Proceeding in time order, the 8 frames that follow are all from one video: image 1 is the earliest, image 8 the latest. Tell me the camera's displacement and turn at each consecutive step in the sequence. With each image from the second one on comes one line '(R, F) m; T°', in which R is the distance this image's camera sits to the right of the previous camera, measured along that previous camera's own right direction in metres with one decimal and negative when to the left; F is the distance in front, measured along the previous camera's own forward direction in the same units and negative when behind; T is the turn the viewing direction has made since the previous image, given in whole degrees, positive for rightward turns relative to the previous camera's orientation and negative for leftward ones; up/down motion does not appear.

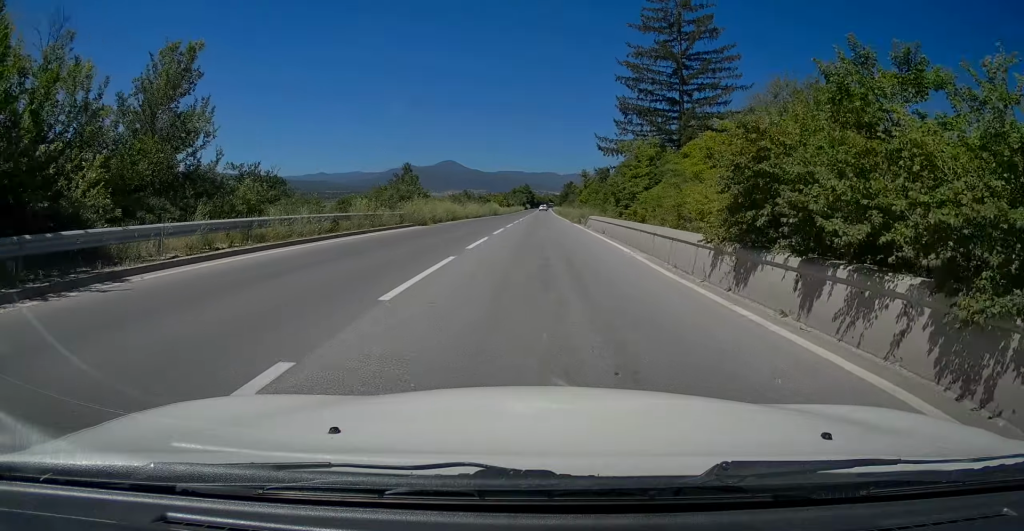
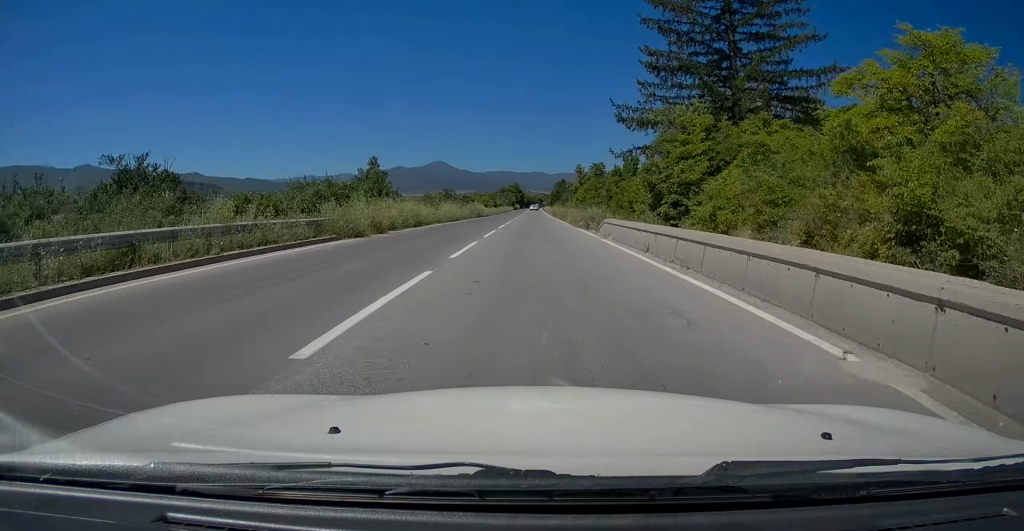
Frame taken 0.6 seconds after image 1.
(+0.2, +11.6) m; +1°
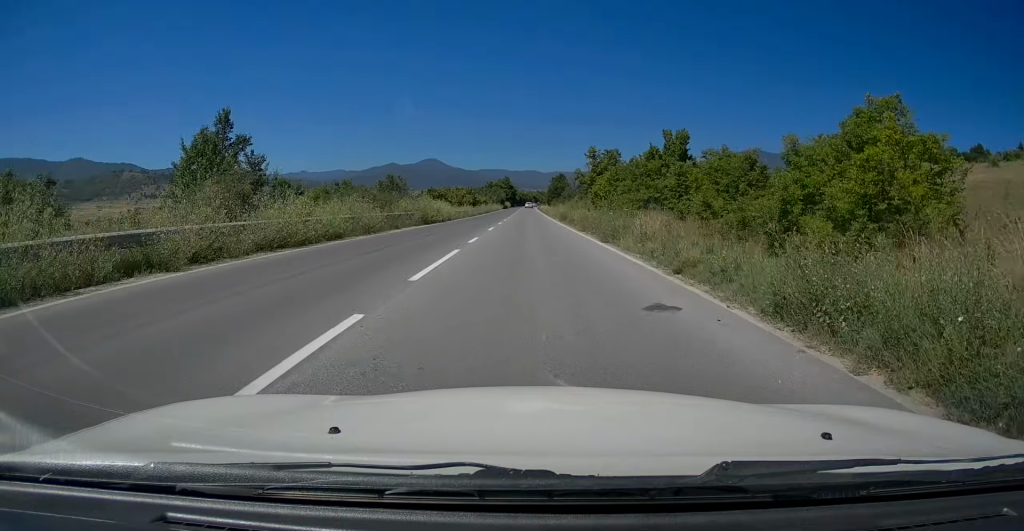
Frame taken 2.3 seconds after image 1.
(+0.2, +31.3) m; 0°
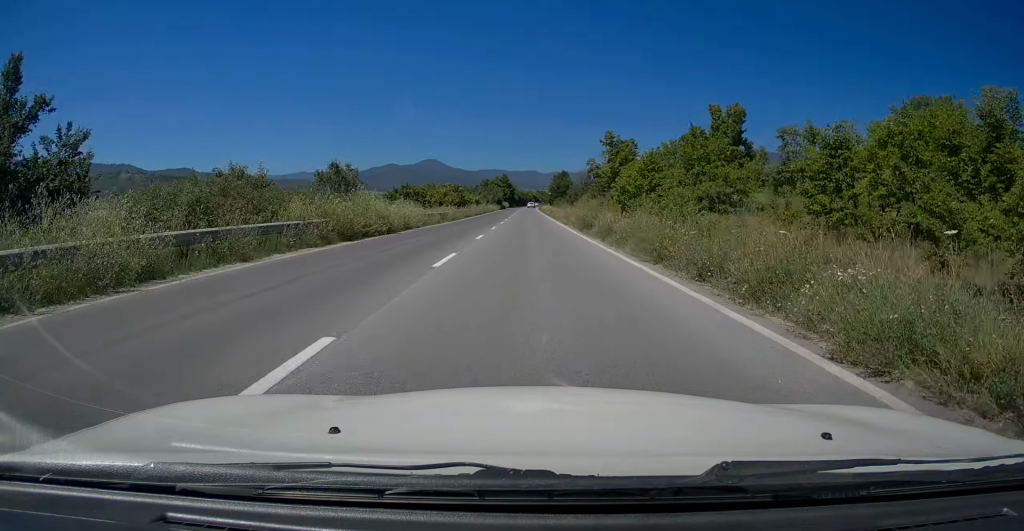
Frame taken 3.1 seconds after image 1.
(-0.1, +15.9) m; -1°
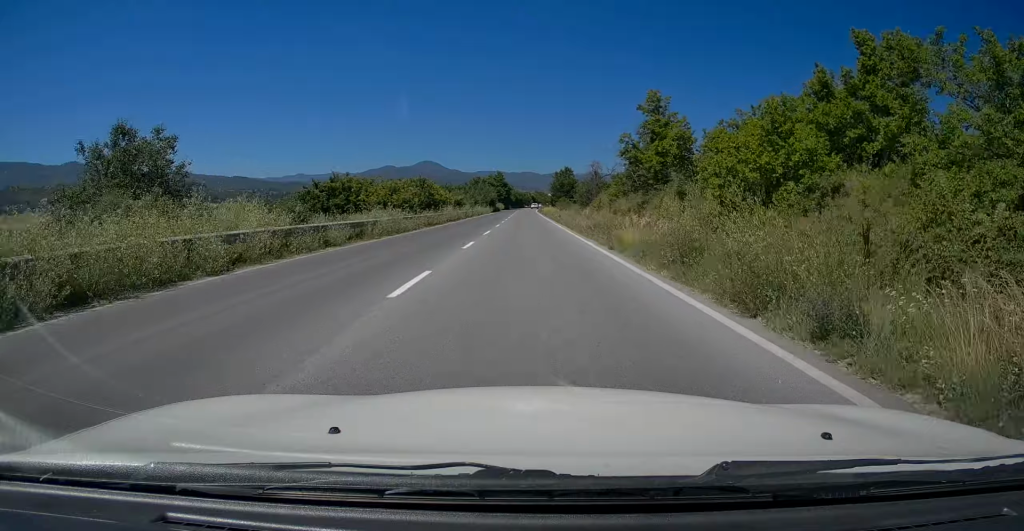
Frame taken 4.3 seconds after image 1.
(0.0, +21.9) m; +1°
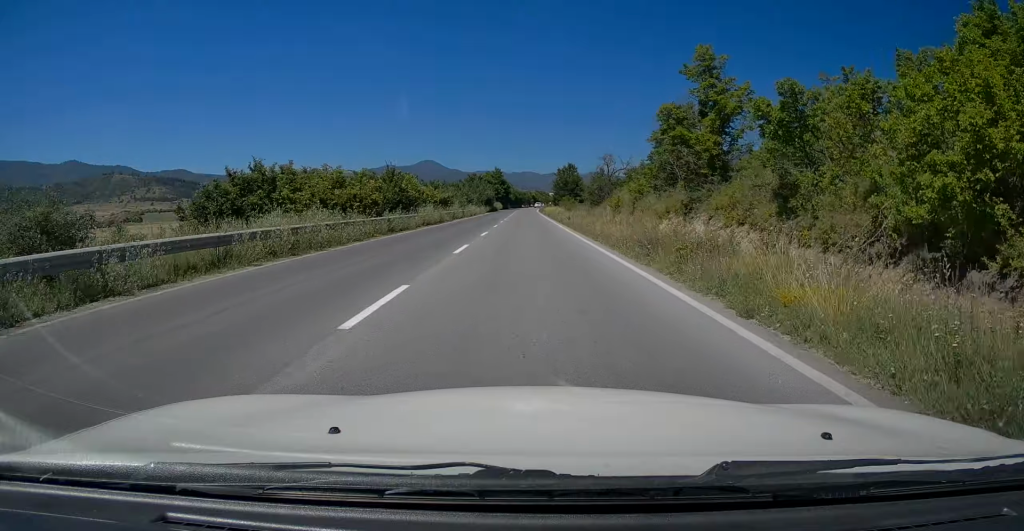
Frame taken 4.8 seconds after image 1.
(+0.1, +11.1) m; +1°
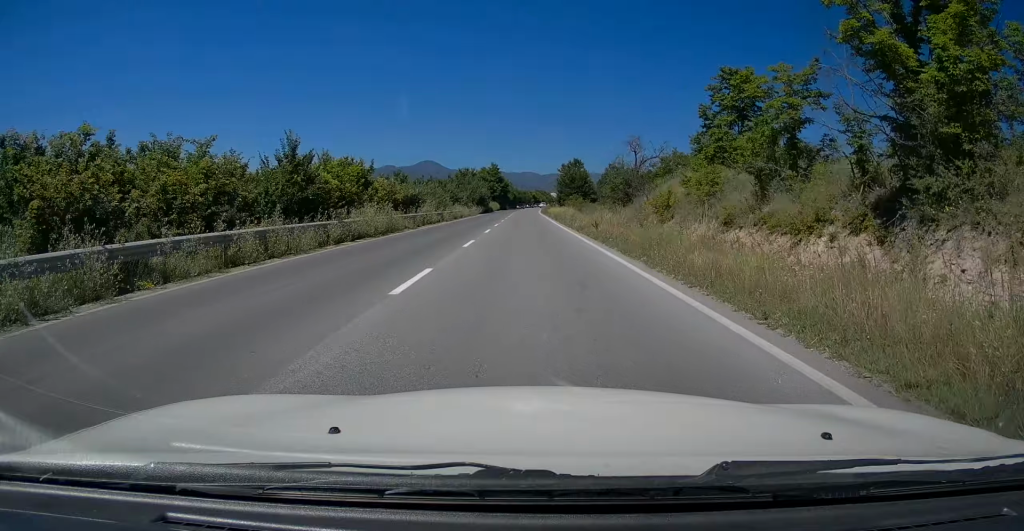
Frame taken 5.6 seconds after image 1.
(0.0, +16.0) m; 0°
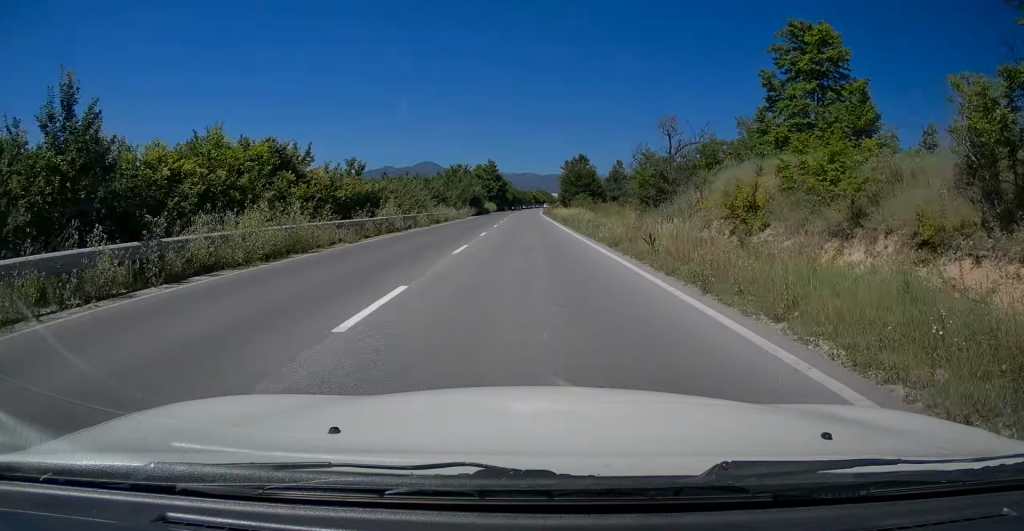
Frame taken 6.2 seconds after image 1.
(0.0, +11.6) m; 0°
